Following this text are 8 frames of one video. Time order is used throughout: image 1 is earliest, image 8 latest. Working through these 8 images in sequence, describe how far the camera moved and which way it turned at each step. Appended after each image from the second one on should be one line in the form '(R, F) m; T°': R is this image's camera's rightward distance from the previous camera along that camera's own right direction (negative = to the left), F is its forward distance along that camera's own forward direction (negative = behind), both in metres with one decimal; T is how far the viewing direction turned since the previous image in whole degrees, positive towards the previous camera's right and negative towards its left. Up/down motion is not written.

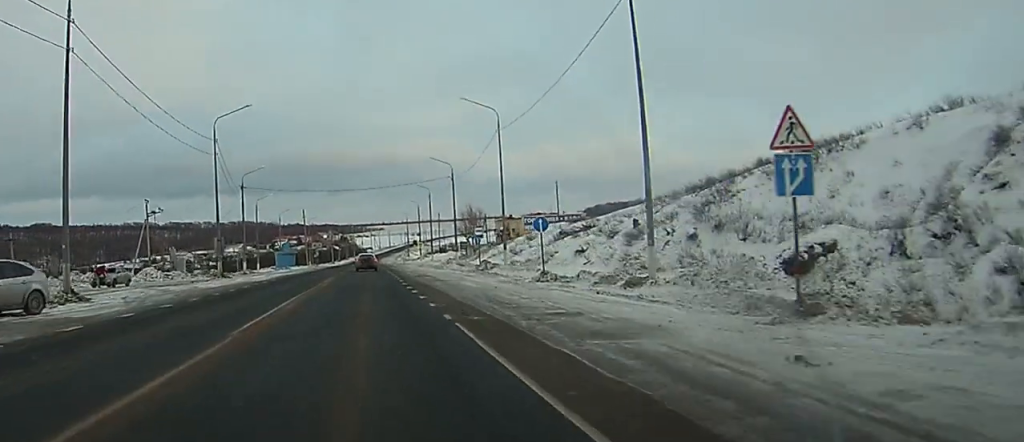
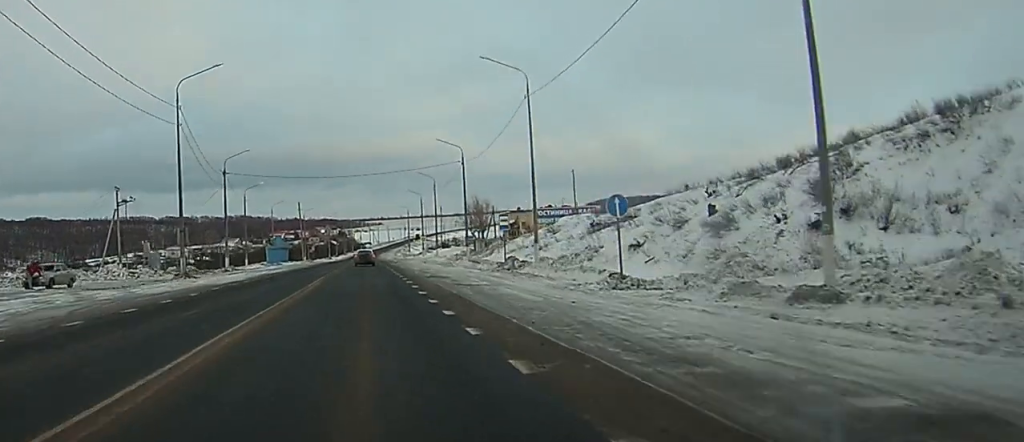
(0.0, +11.6) m; 0°
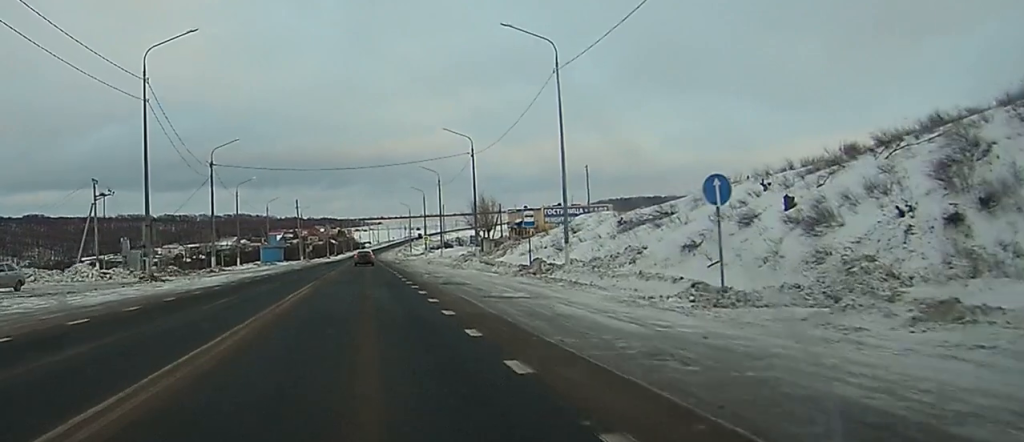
(0.0, +7.9) m; 0°
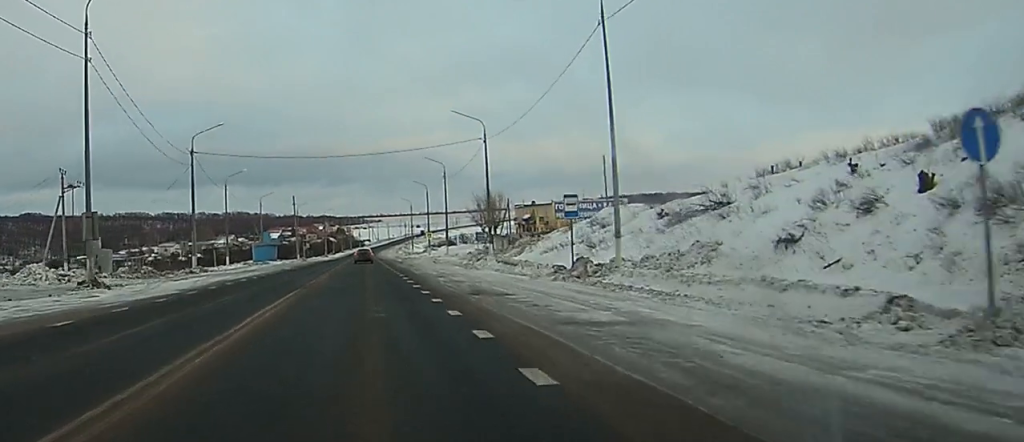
(0.0, +9.5) m; 0°
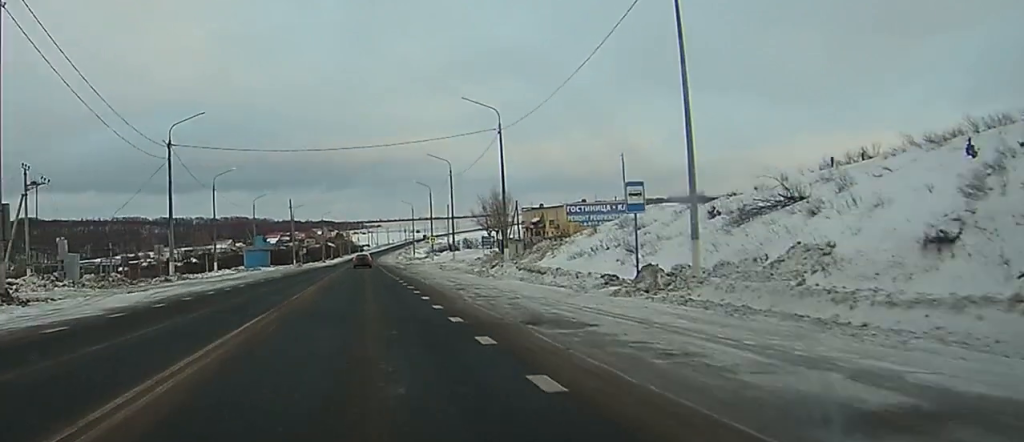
(0.0, +10.0) m; 0°
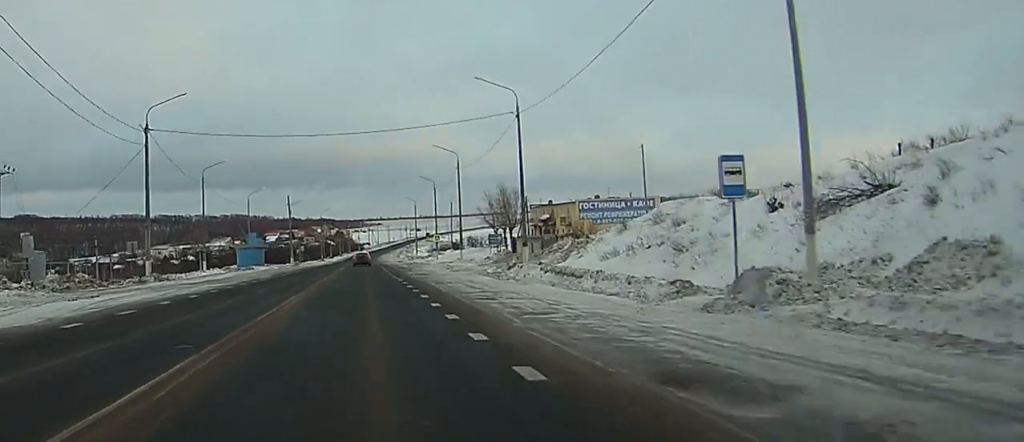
(0.0, +8.6) m; 0°
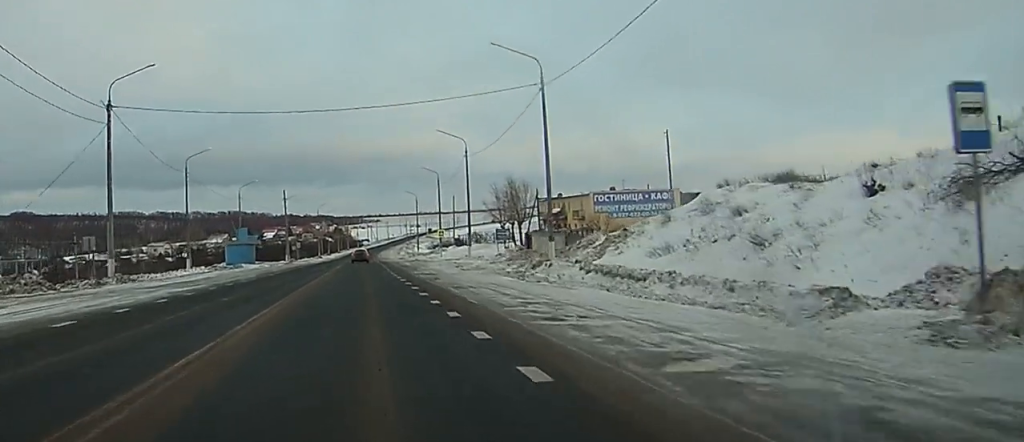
(0.0, +8.7) m; 0°
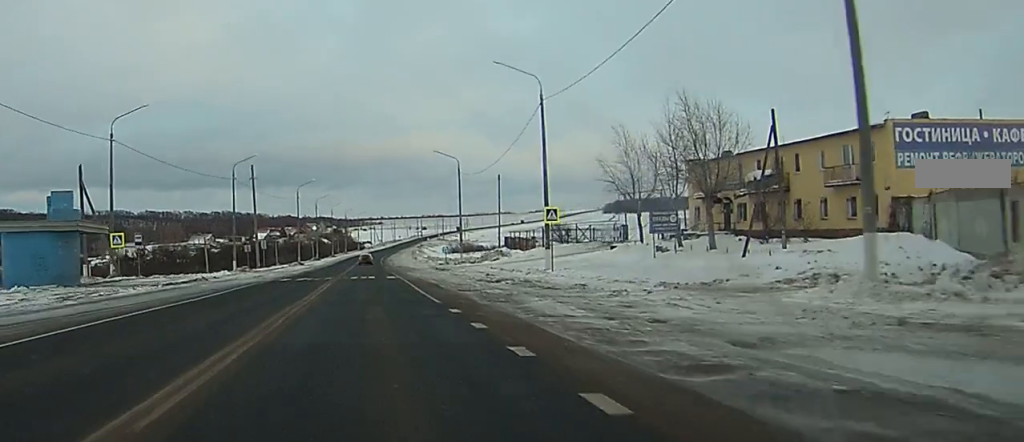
(-0.2, +61.5) m; 0°
